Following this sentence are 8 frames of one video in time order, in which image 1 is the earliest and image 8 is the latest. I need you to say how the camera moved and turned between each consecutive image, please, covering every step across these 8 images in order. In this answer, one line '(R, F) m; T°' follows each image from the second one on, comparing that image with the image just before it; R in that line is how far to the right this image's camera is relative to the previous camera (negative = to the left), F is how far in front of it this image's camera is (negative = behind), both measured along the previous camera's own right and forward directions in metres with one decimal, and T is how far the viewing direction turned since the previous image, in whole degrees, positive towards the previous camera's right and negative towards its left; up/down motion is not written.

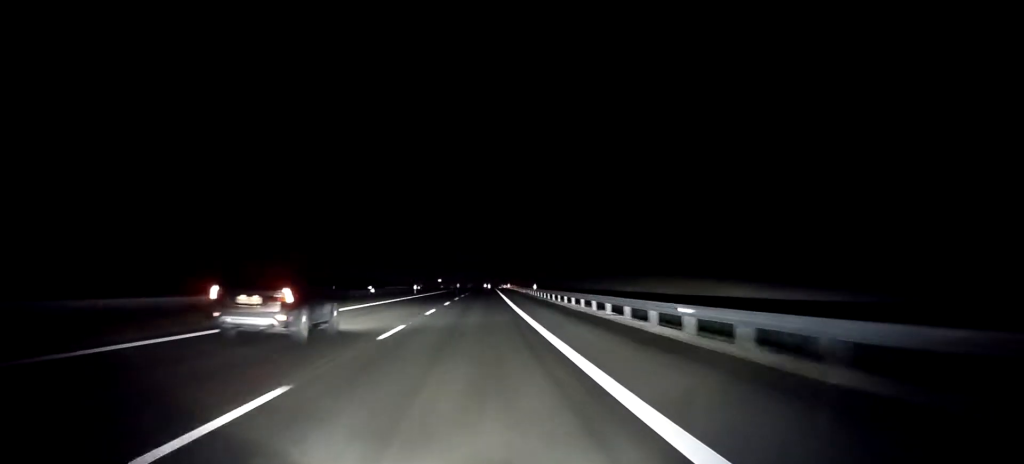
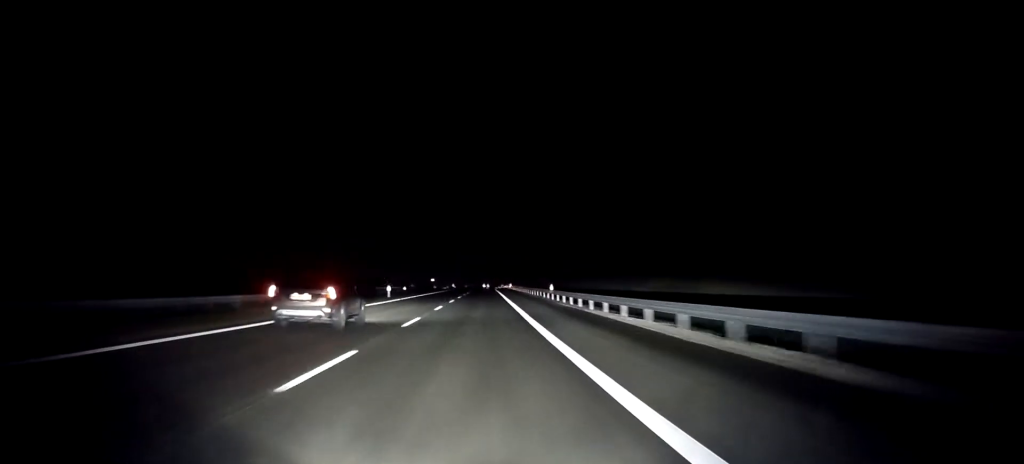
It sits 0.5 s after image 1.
(0.0, +19.5) m; 0°
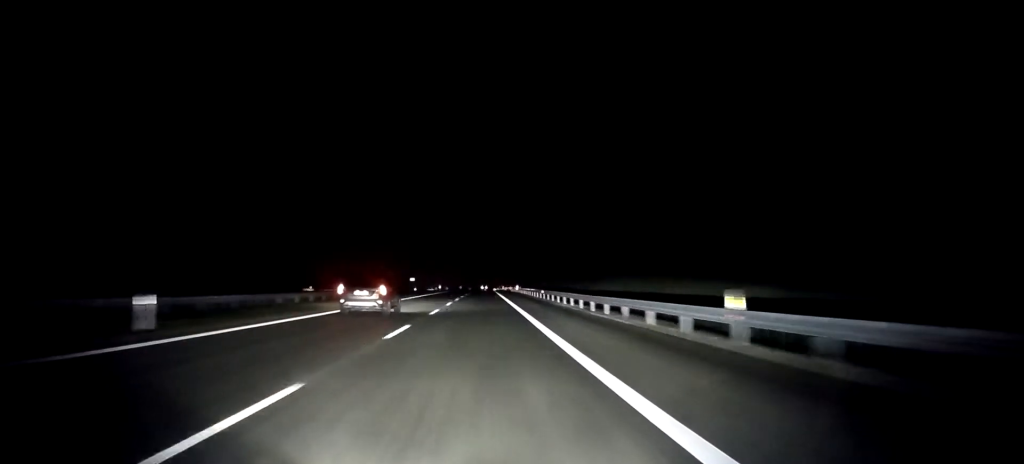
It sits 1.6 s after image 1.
(0.0, +40.2) m; 0°
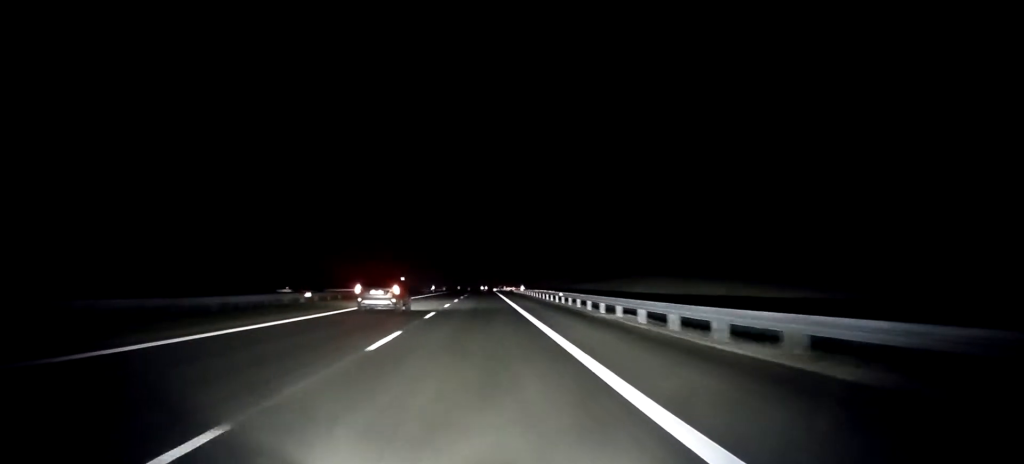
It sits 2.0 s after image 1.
(0.0, +14.7) m; 0°
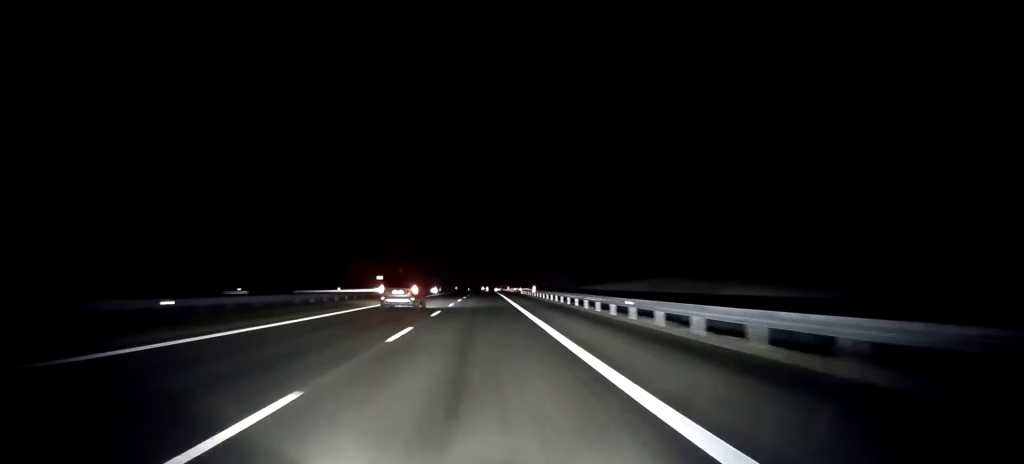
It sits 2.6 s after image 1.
(+0.1, +22.0) m; 0°
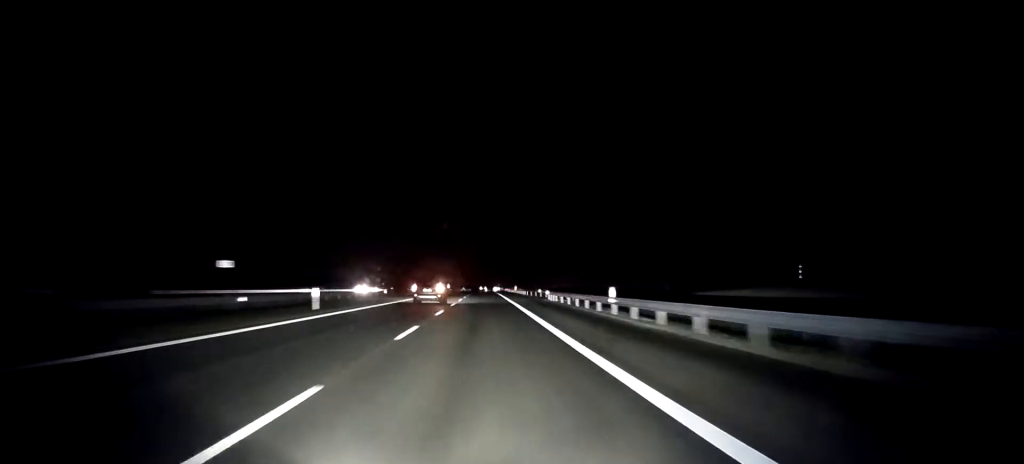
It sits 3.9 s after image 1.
(+0.2, +47.9) m; 0°
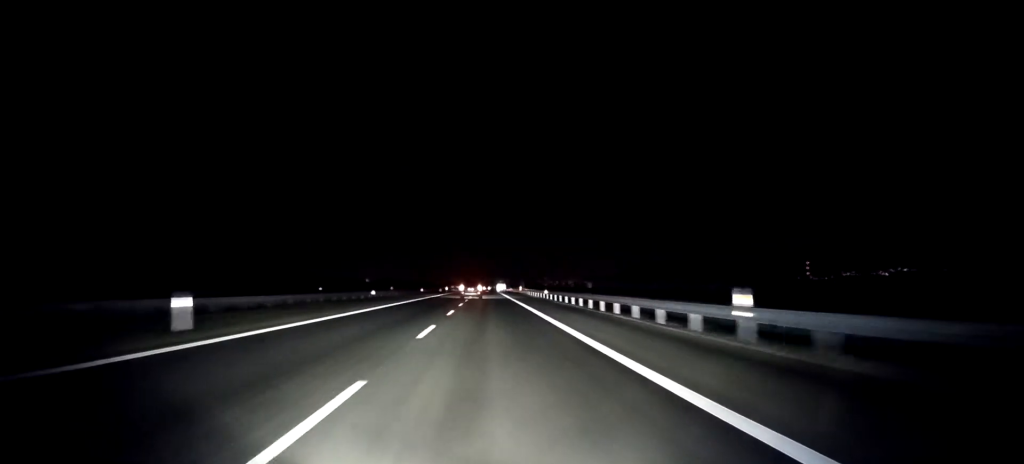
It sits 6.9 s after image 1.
(-0.1, +108.6) m; 0°
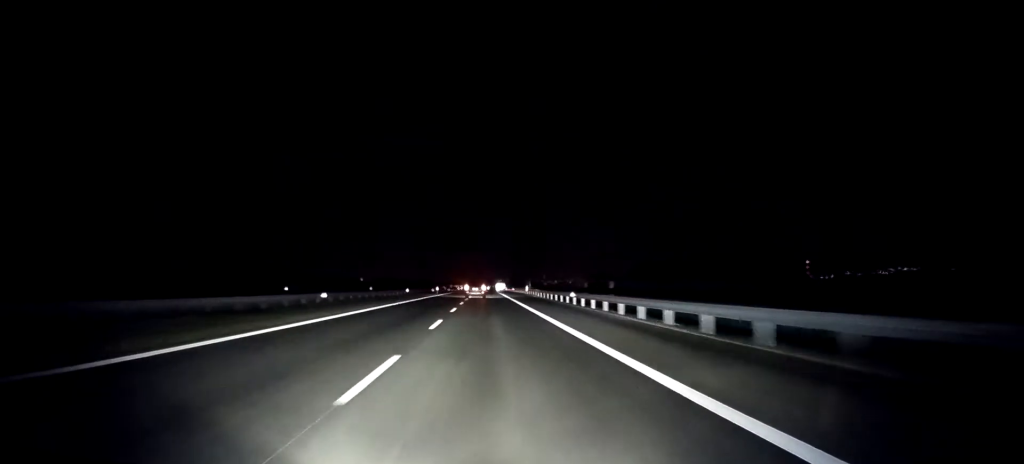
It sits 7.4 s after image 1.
(0.0, +21.0) m; 0°
